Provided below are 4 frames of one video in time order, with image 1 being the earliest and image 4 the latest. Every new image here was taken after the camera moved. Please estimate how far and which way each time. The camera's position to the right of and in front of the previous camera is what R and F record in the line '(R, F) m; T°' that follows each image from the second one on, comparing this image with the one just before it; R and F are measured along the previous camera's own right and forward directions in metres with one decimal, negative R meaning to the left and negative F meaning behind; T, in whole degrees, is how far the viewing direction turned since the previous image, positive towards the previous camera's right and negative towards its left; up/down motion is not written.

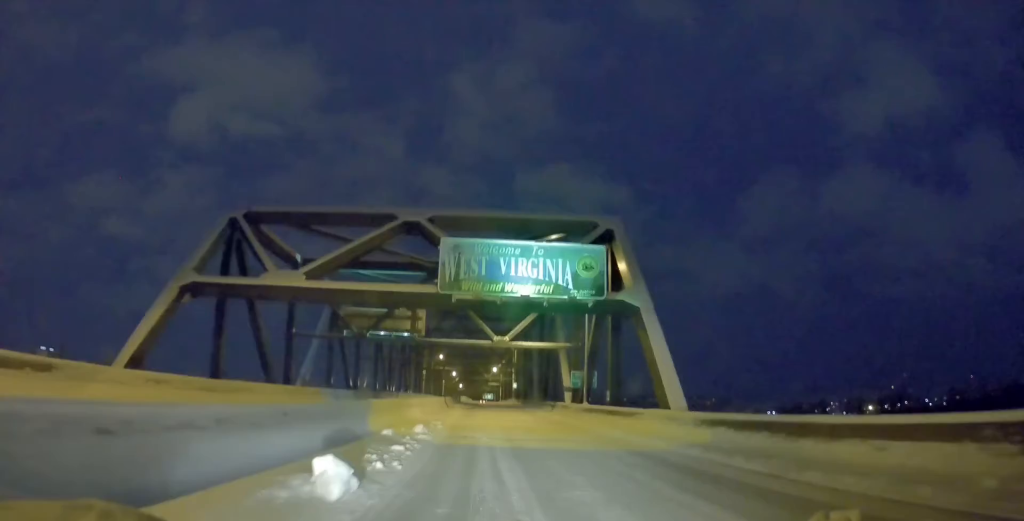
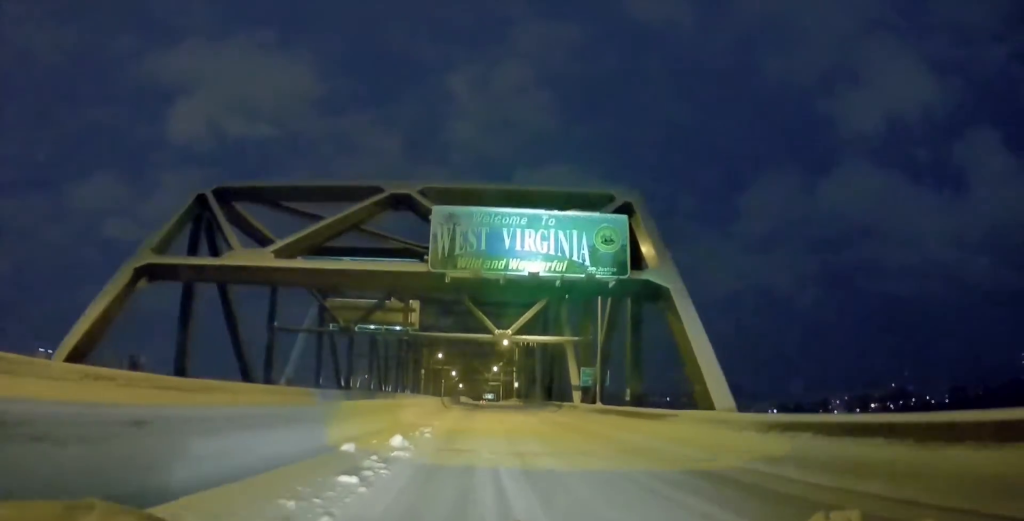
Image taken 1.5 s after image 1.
(-0.2, +11.8) m; -3°
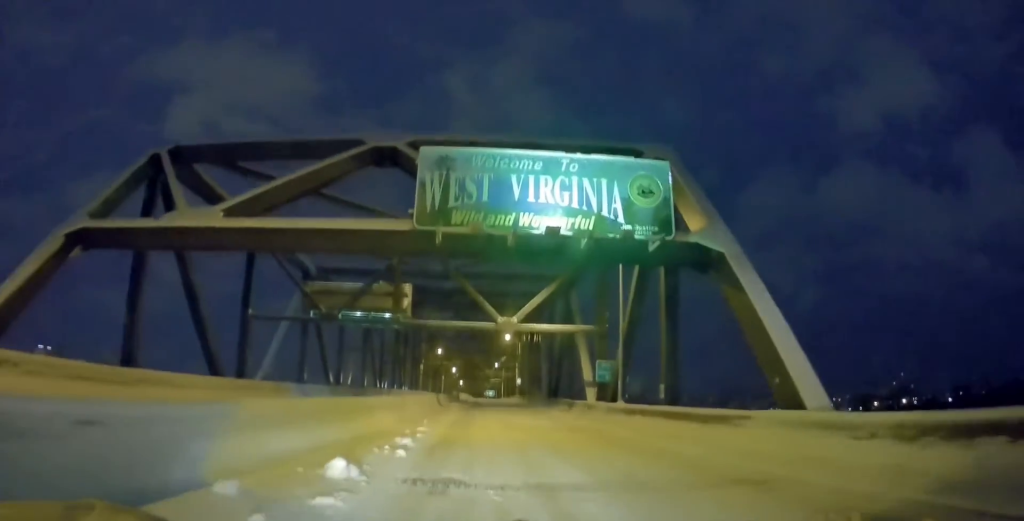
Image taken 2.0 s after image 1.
(-0.1, +4.8) m; -1°
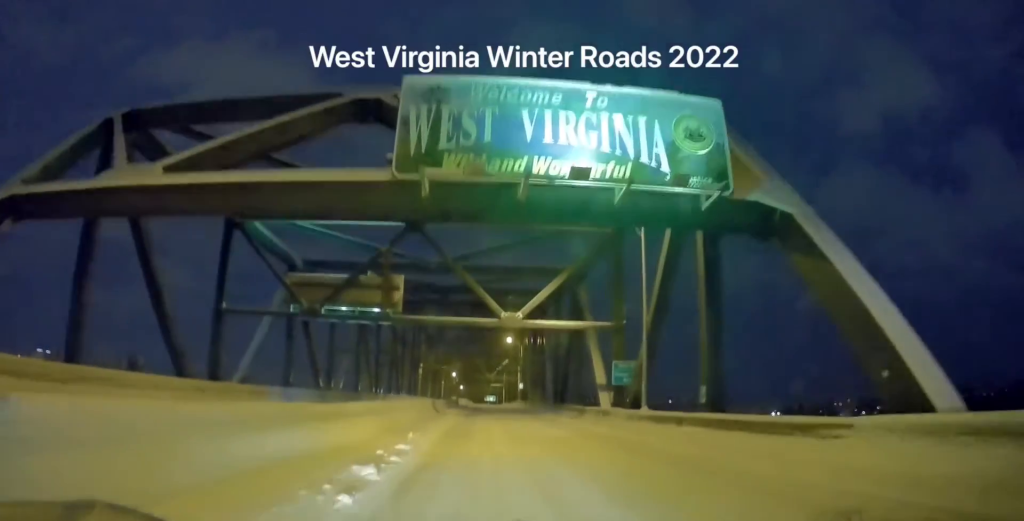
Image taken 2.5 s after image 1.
(0.0, +4.1) m; +1°
